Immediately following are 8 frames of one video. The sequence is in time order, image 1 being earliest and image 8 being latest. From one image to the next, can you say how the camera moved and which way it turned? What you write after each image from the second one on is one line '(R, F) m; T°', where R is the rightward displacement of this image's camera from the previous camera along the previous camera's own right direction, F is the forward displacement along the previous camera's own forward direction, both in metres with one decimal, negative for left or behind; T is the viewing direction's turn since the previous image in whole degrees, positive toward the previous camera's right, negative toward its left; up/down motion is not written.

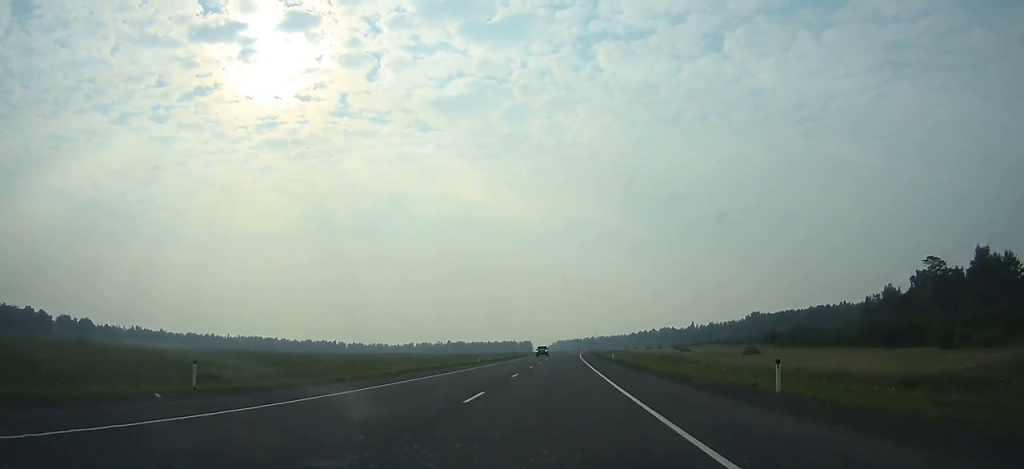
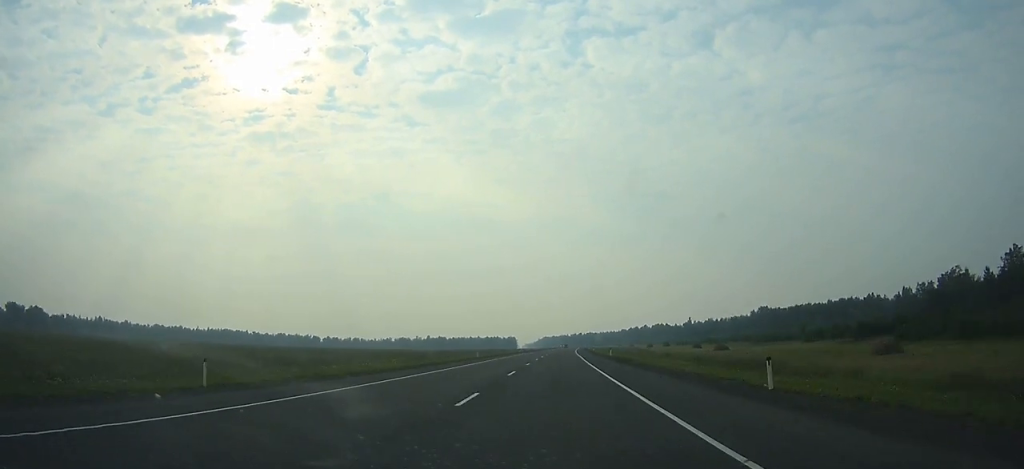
(+0.3, +50.5) m; +1°
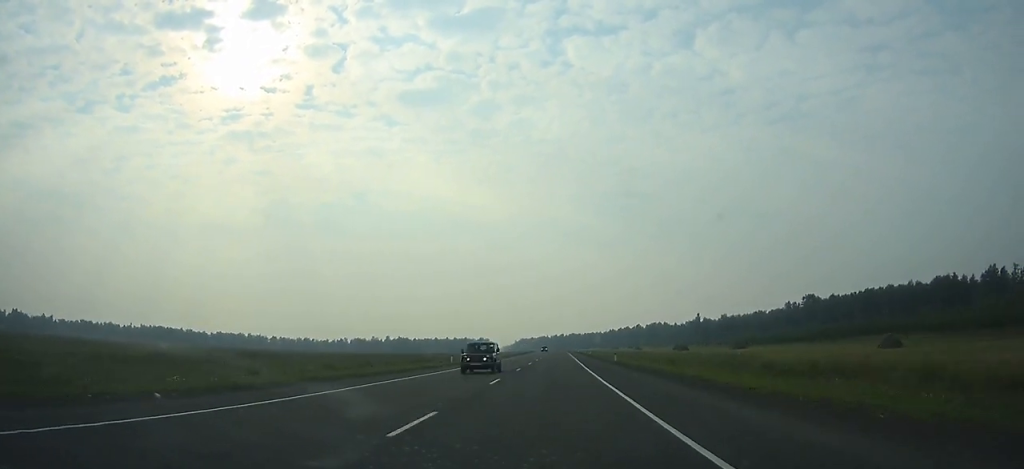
(+2.3, +110.9) m; +2°
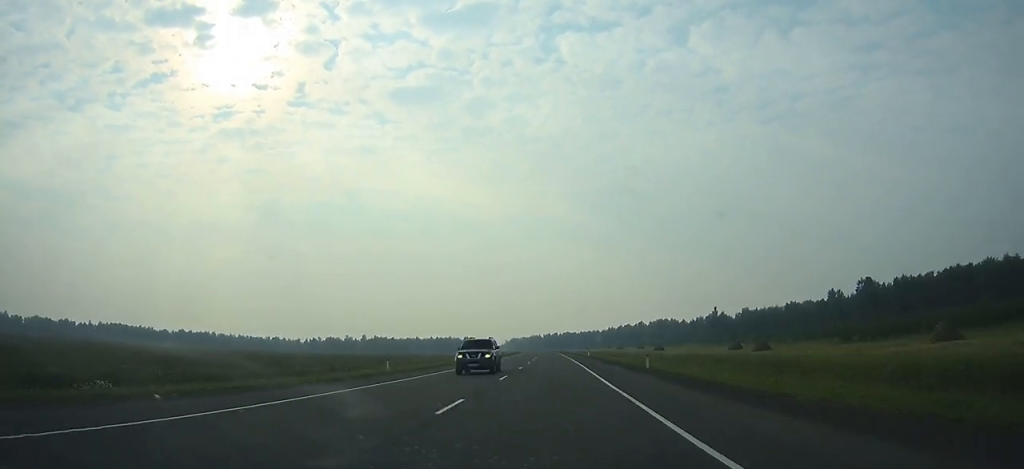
(+0.5, +66.6) m; +1°
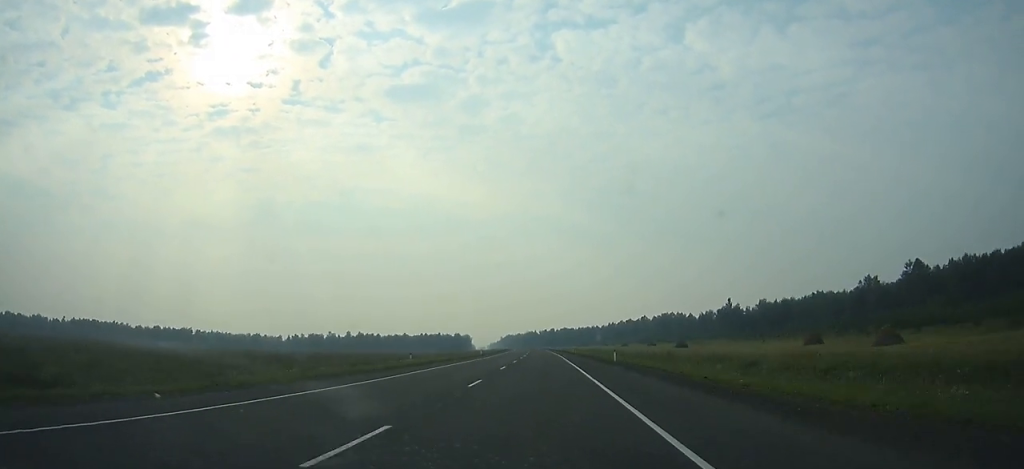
(+0.1, +39.3) m; 0°
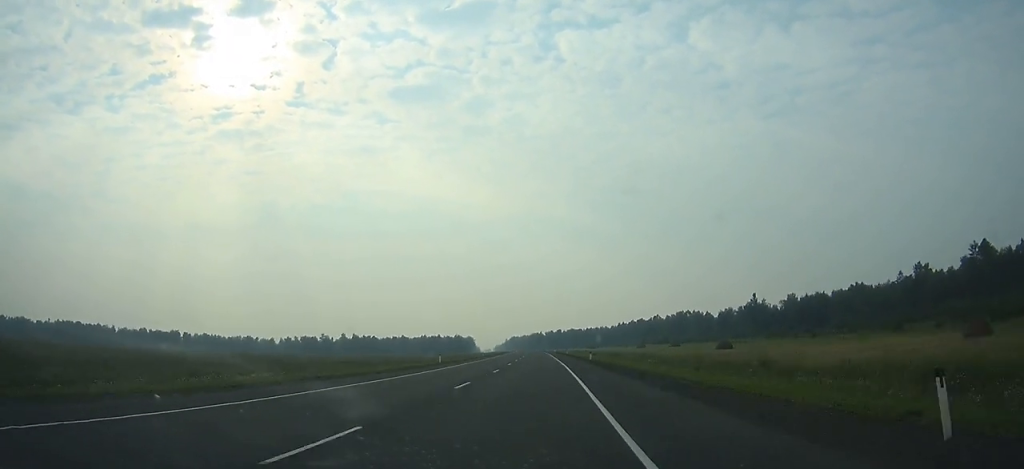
(0.0, +34.4) m; -1°
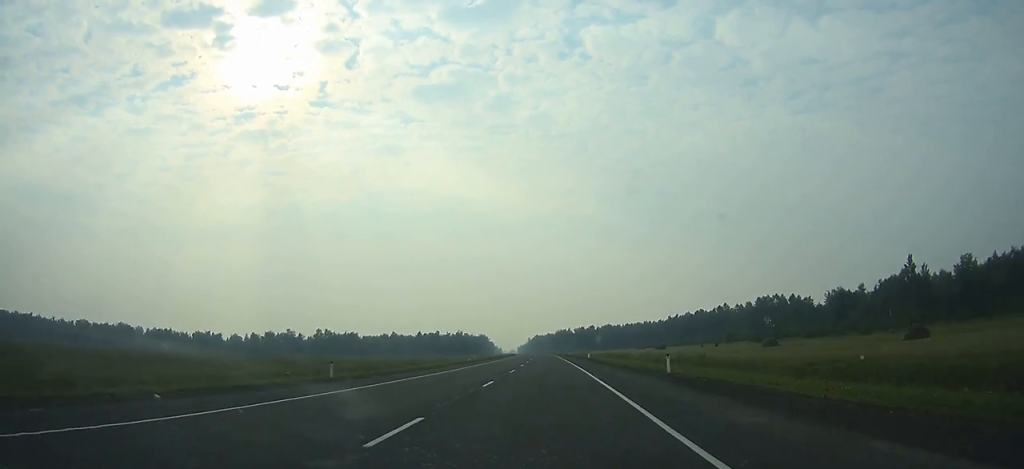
(-2.7, +131.0) m; -2°
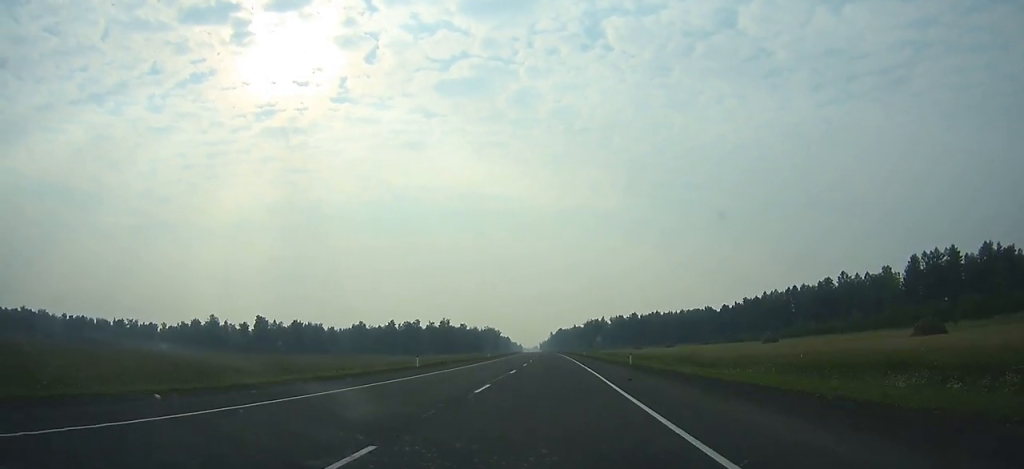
(-2.6, +132.8) m; -3°
